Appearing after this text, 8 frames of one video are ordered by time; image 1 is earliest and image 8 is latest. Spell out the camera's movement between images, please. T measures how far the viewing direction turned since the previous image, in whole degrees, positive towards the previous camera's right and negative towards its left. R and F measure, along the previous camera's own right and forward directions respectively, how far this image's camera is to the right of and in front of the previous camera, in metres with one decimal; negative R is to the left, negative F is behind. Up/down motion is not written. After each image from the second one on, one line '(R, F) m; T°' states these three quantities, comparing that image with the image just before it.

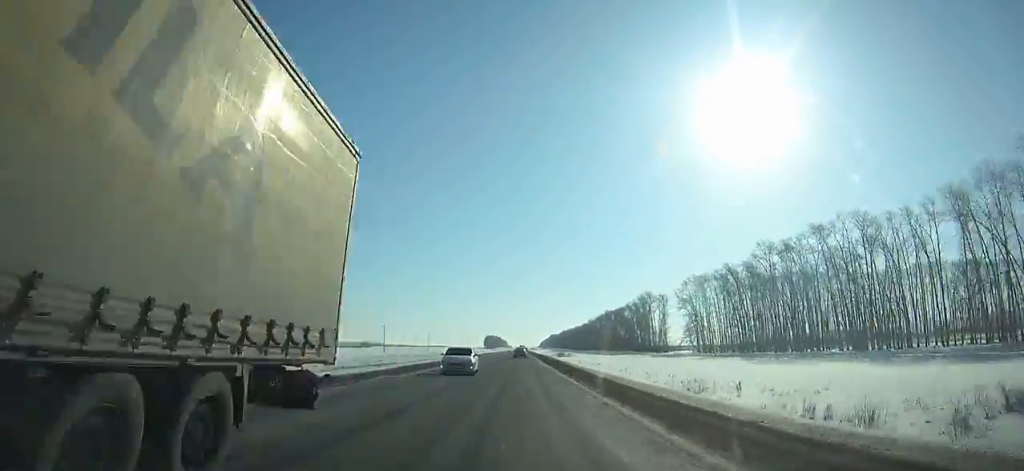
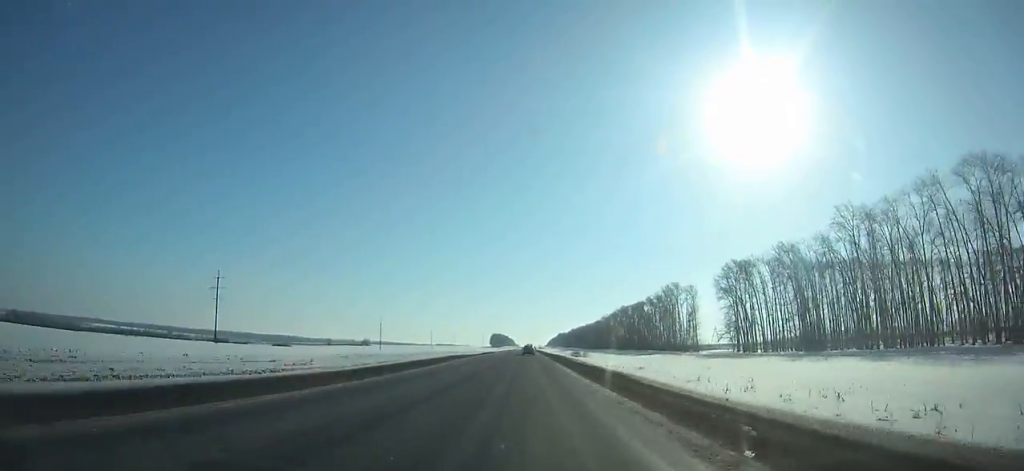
(0.0, +30.6) m; 0°
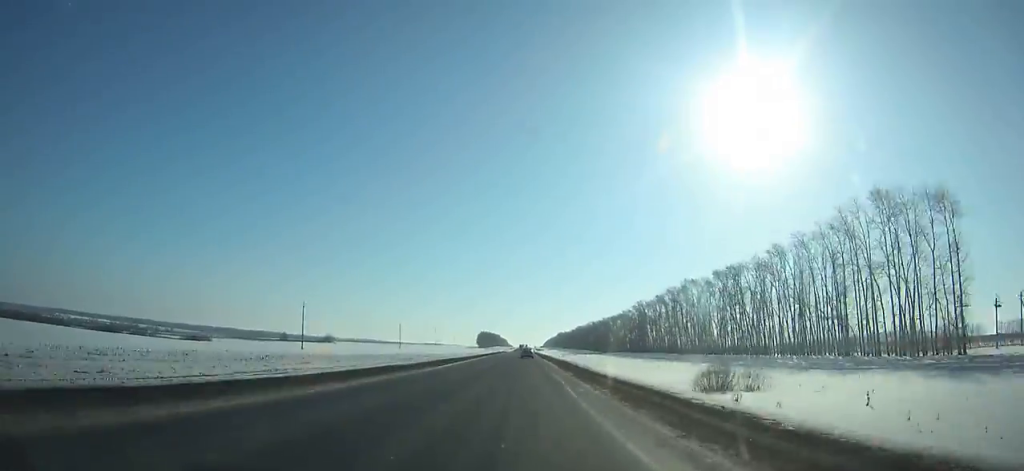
(+0.3, +129.1) m; 0°
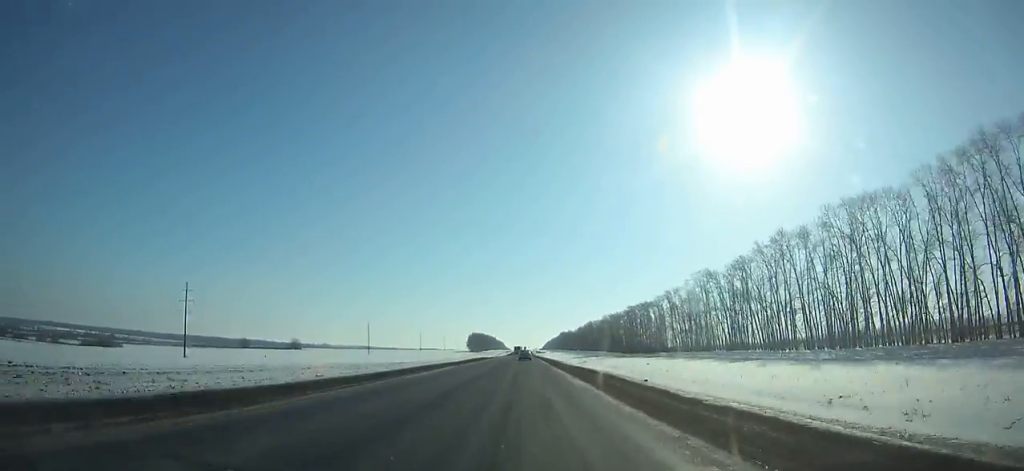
(0.0, +94.5) m; 0°
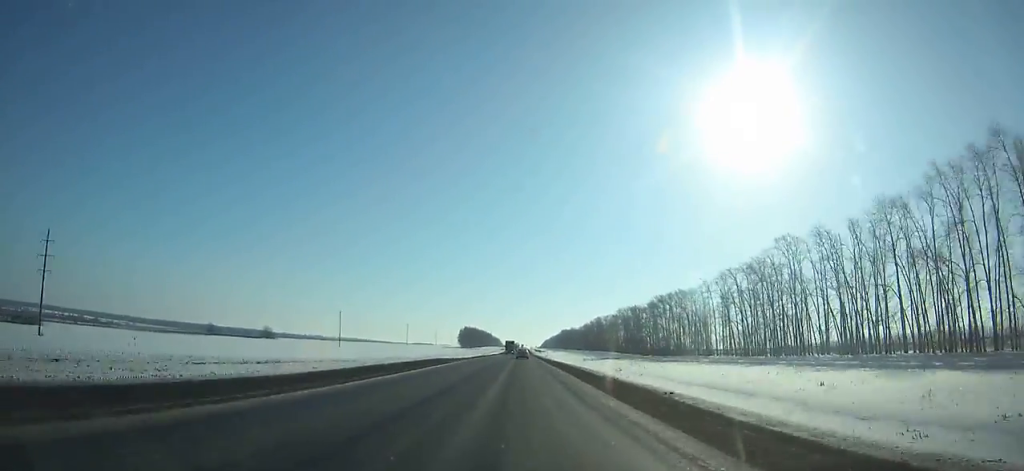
(+0.1, +59.1) m; 0°
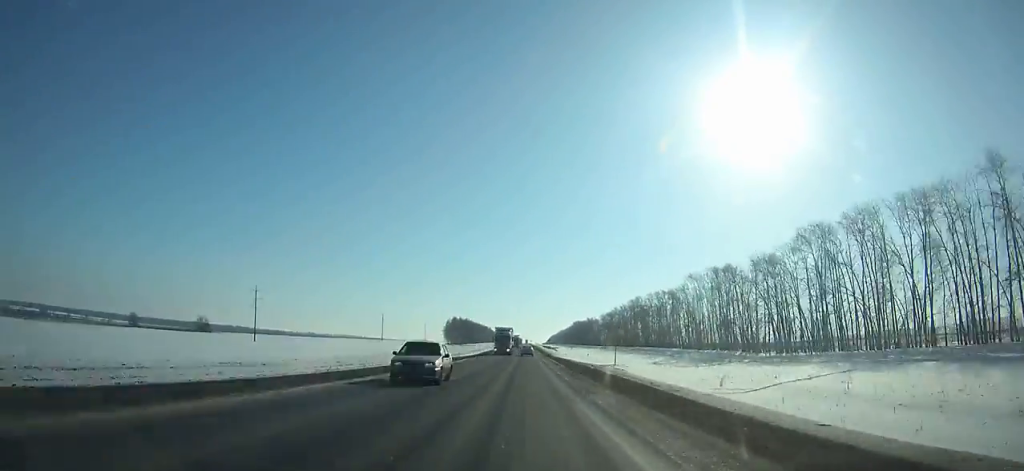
(0.0, +115.6) m; 0°
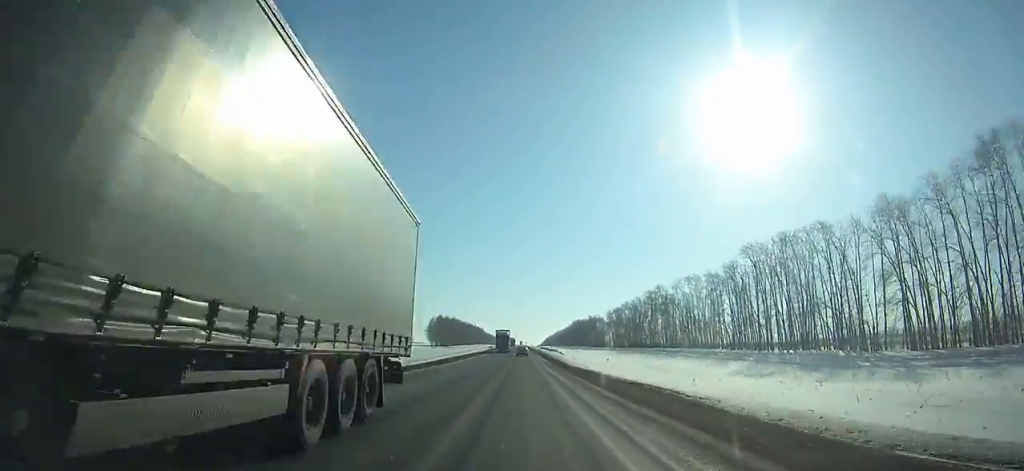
(+0.1, +48.2) m; 0°
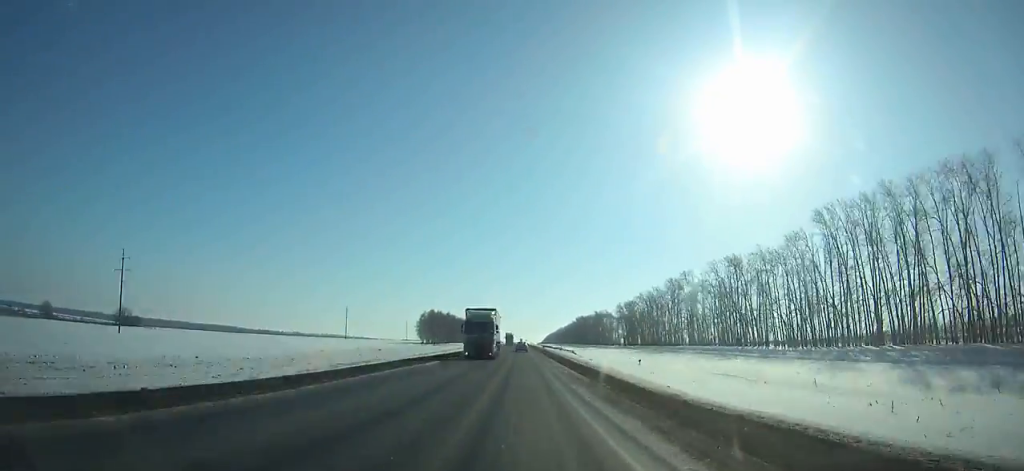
(-0.1, +32.2) m; 0°
